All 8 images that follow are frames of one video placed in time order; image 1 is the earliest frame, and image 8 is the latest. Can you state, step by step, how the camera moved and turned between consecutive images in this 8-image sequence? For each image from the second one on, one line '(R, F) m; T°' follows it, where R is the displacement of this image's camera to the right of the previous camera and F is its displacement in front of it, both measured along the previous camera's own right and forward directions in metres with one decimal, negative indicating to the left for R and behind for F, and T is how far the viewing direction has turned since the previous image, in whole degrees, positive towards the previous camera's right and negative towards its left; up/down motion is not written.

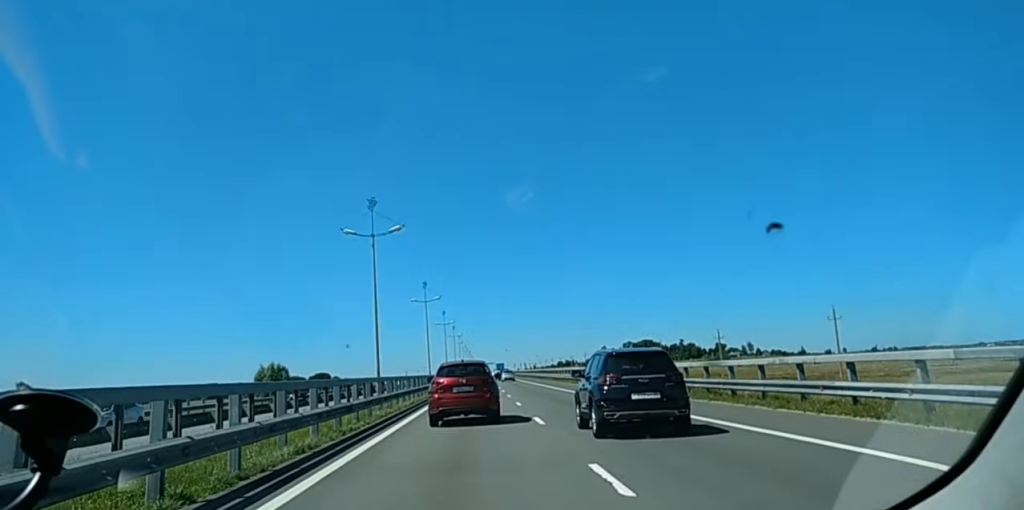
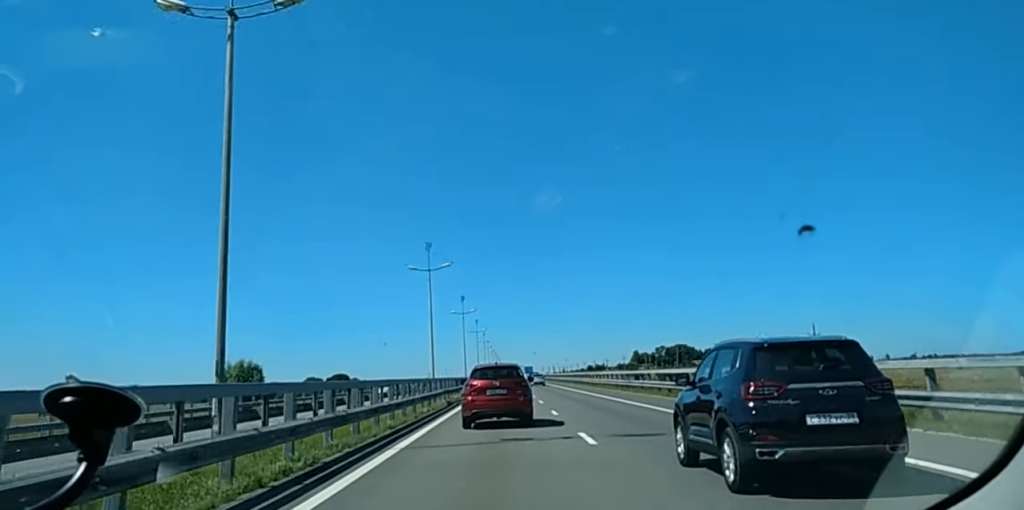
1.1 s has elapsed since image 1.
(+0.1, +30.7) m; 0°
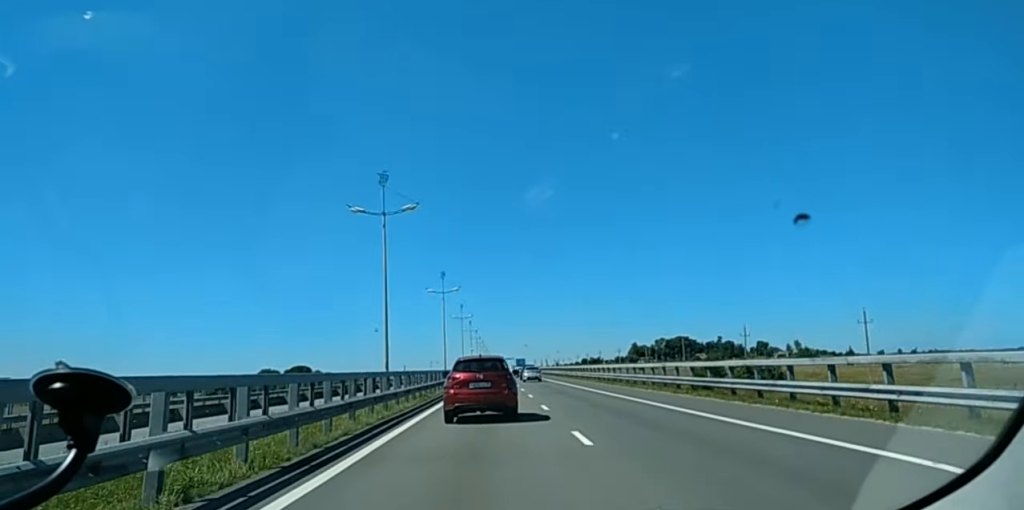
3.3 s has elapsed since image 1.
(-0.6, +60.5) m; 0°
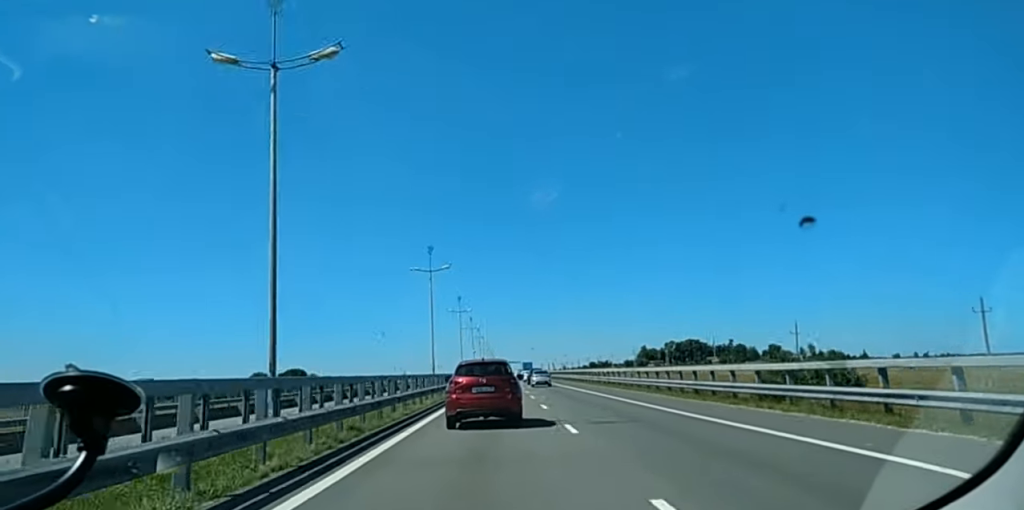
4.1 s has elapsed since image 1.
(+0.1, +19.6) m; +1°
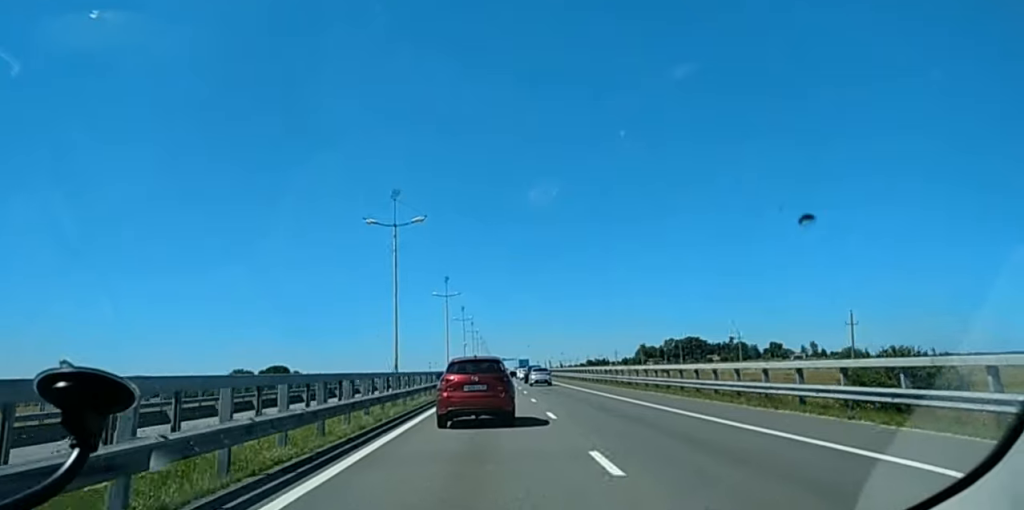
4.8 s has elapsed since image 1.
(+0.1, +18.6) m; 0°
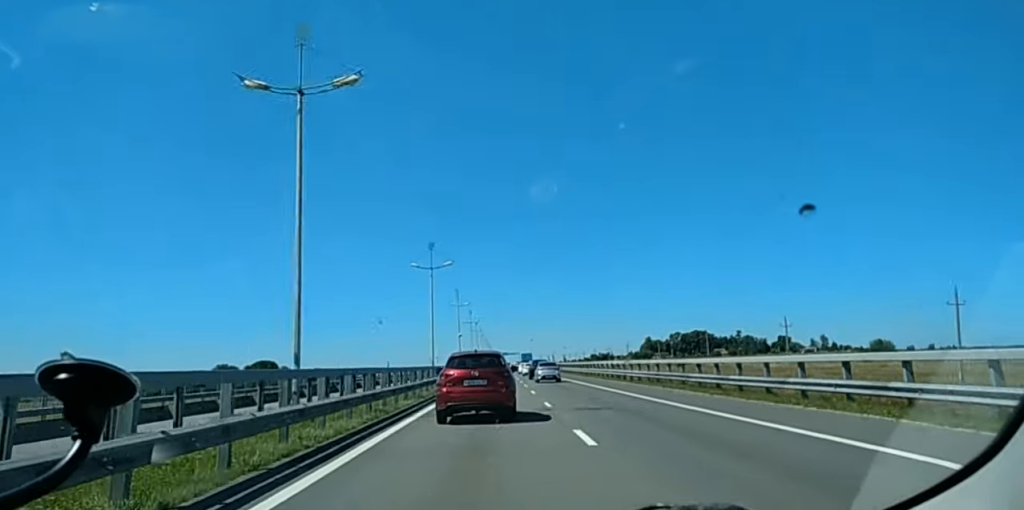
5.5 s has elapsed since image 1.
(+0.2, +21.5) m; 0°
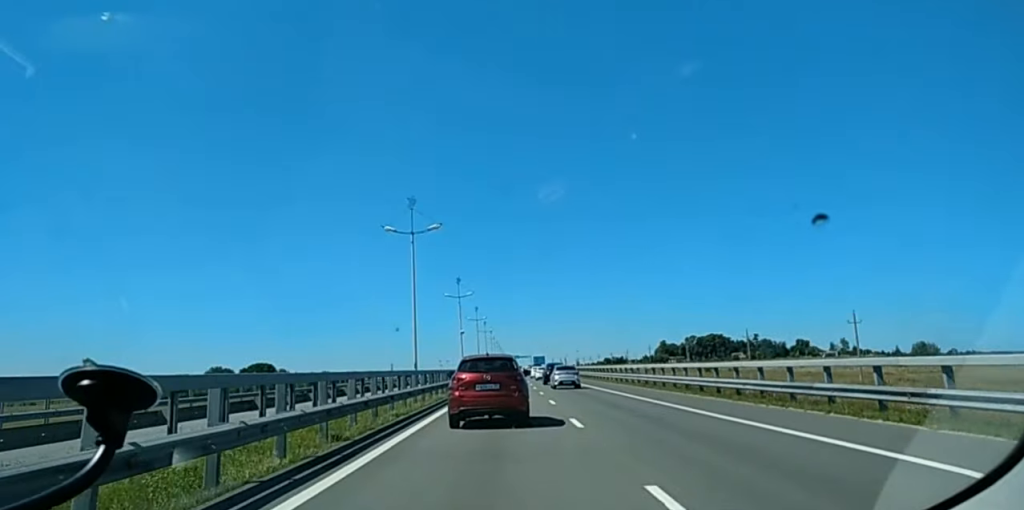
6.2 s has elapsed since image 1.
(-0.1, +19.9) m; 0°
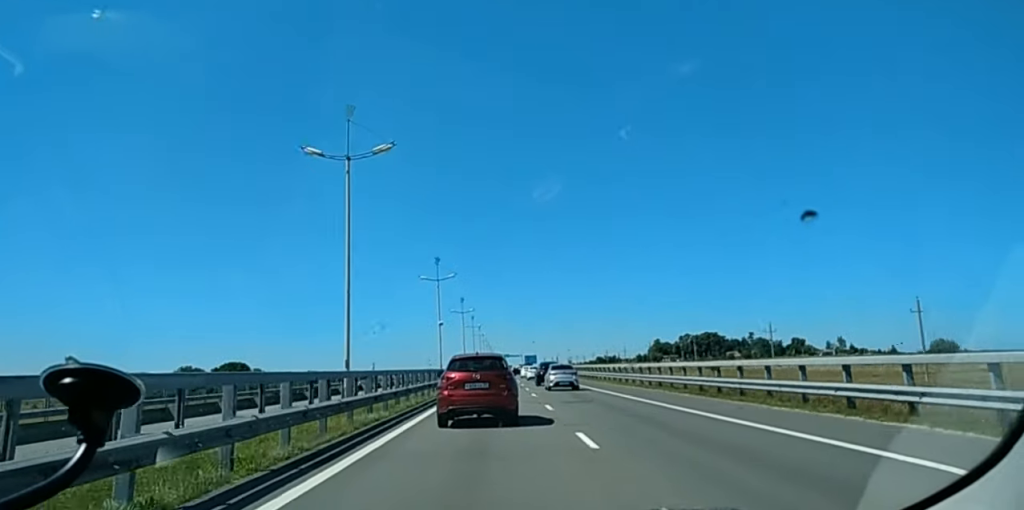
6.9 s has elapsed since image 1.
(-0.1, +18.2) m; 0°
